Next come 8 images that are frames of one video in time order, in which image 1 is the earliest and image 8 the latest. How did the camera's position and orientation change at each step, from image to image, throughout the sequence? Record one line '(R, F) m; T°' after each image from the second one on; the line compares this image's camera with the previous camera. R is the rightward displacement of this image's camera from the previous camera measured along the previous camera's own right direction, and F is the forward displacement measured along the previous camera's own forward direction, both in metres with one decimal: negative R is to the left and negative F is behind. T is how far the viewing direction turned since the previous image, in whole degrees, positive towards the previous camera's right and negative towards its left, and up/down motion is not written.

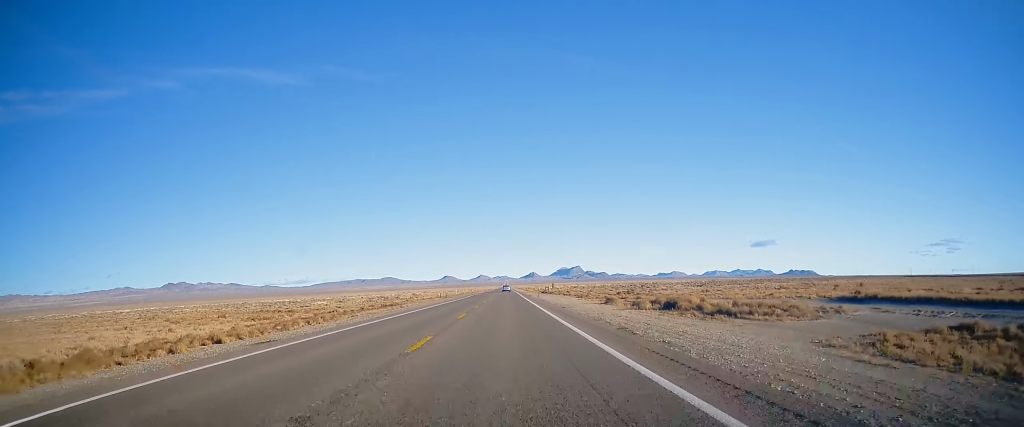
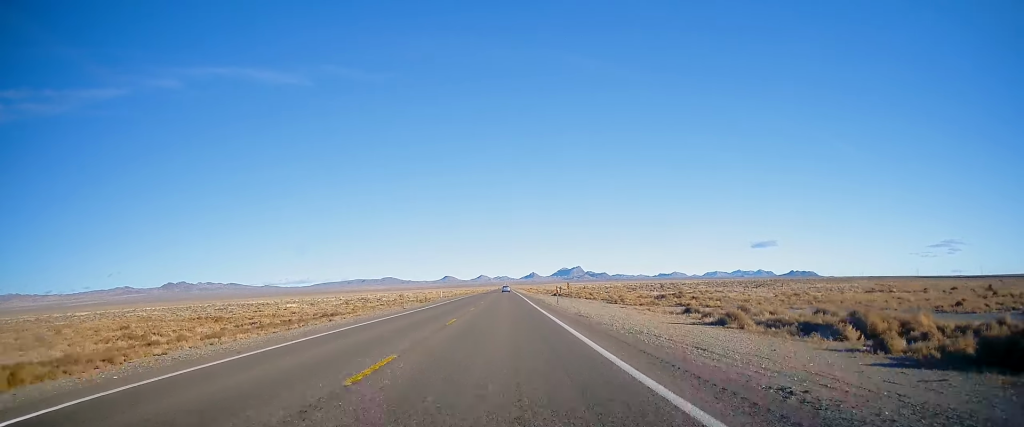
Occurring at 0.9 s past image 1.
(+0.1, +27.9) m; 0°
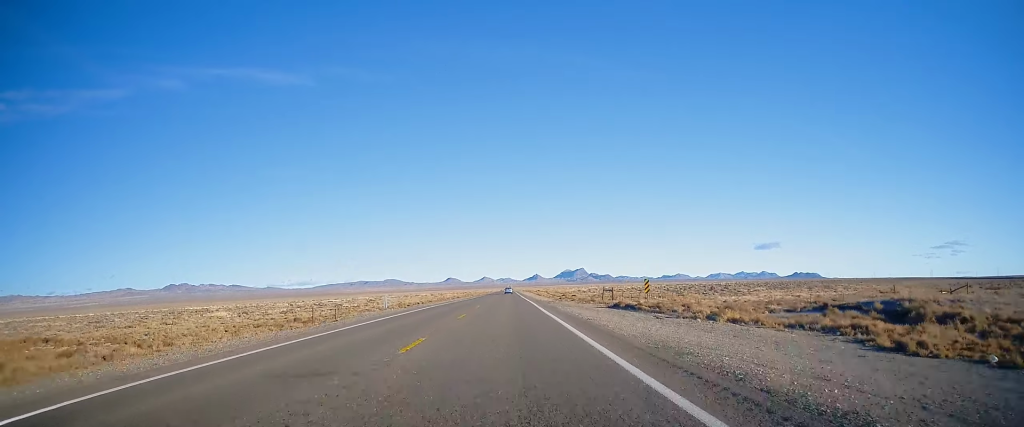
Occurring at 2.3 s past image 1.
(-0.1, +45.3) m; 0°
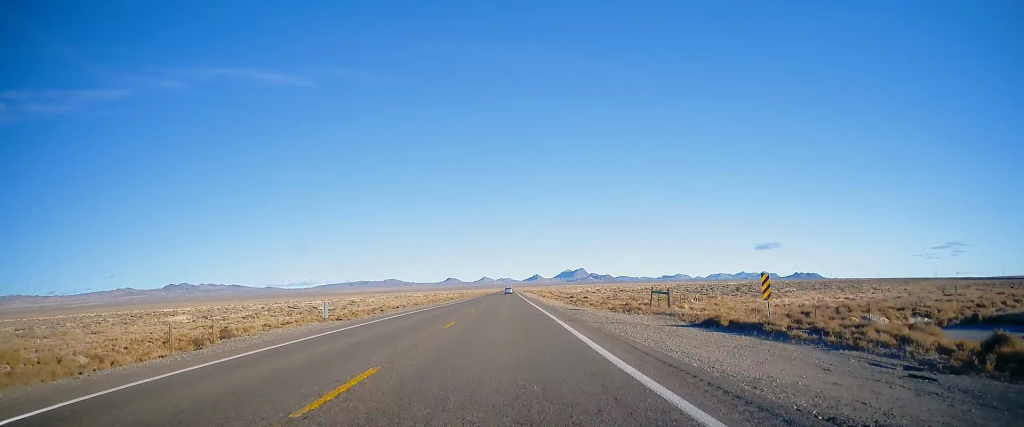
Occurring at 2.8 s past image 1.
(-0.1, +17.3) m; 0°
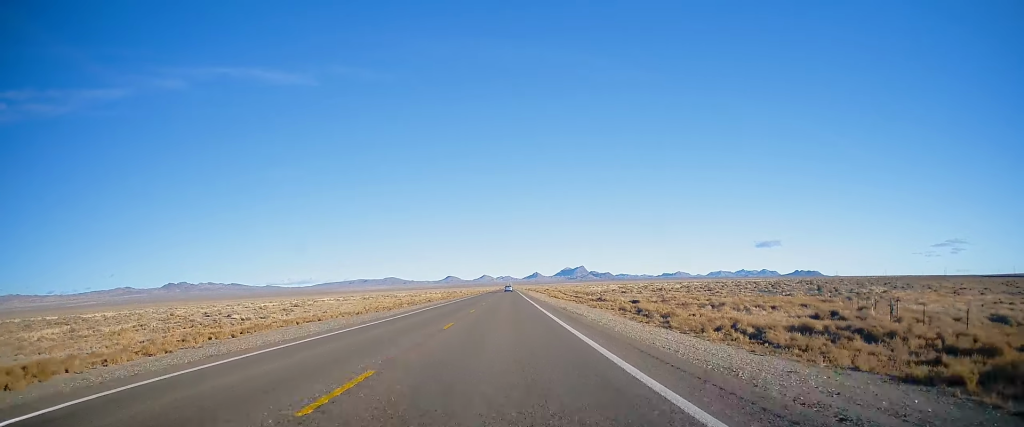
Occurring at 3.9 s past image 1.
(+0.1, +36.7) m; 0°
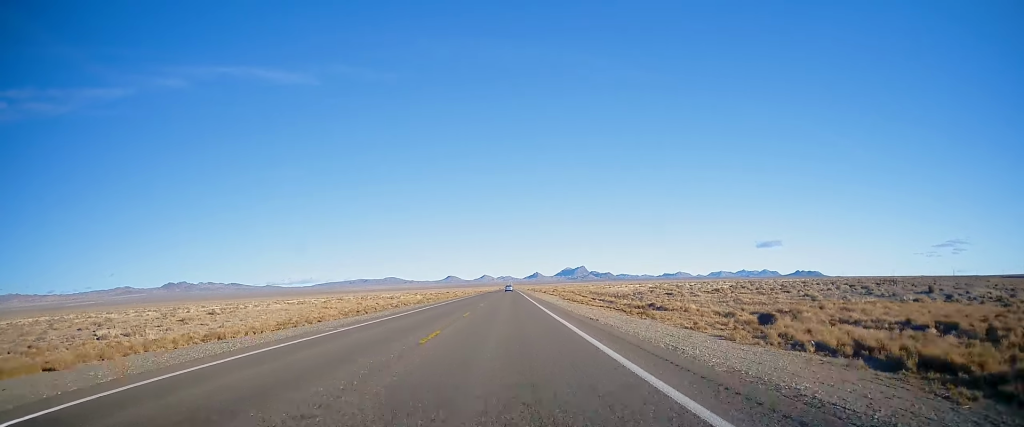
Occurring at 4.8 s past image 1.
(-0.1, +29.0) m; 0°
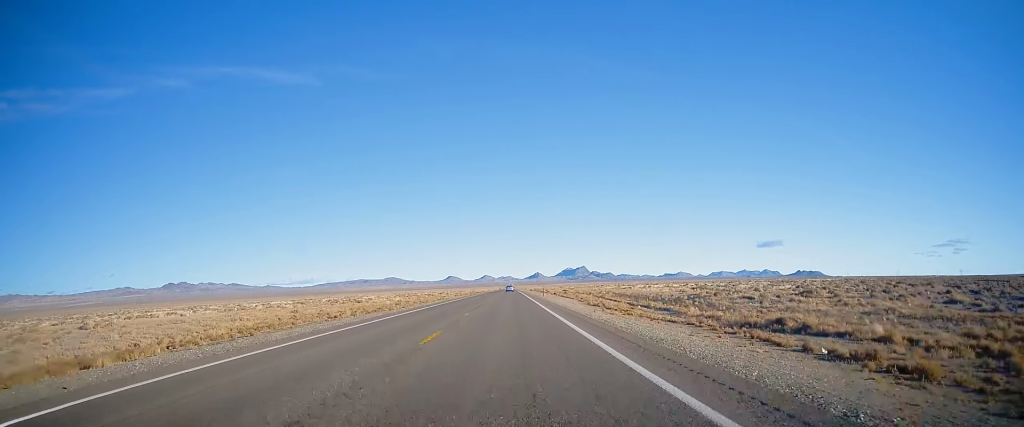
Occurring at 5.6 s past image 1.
(+0.1, +24.8) m; 0°
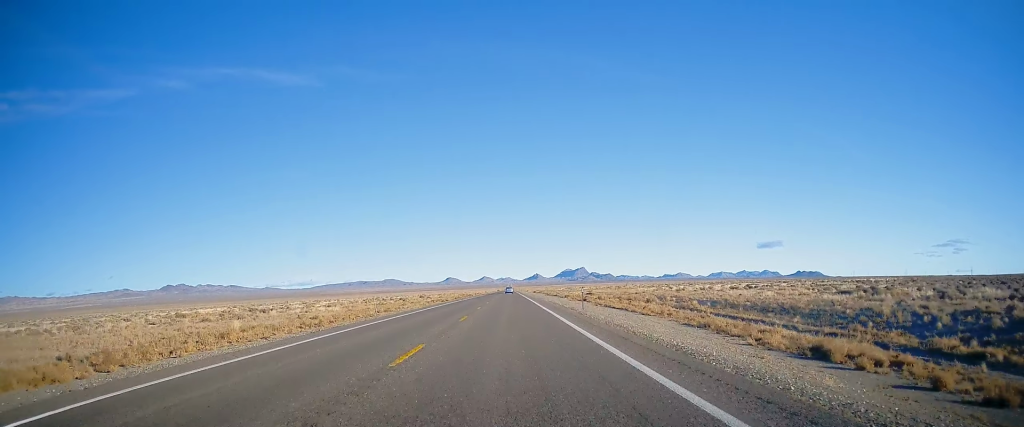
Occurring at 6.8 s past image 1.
(-0.1, +39.9) m; -1°
